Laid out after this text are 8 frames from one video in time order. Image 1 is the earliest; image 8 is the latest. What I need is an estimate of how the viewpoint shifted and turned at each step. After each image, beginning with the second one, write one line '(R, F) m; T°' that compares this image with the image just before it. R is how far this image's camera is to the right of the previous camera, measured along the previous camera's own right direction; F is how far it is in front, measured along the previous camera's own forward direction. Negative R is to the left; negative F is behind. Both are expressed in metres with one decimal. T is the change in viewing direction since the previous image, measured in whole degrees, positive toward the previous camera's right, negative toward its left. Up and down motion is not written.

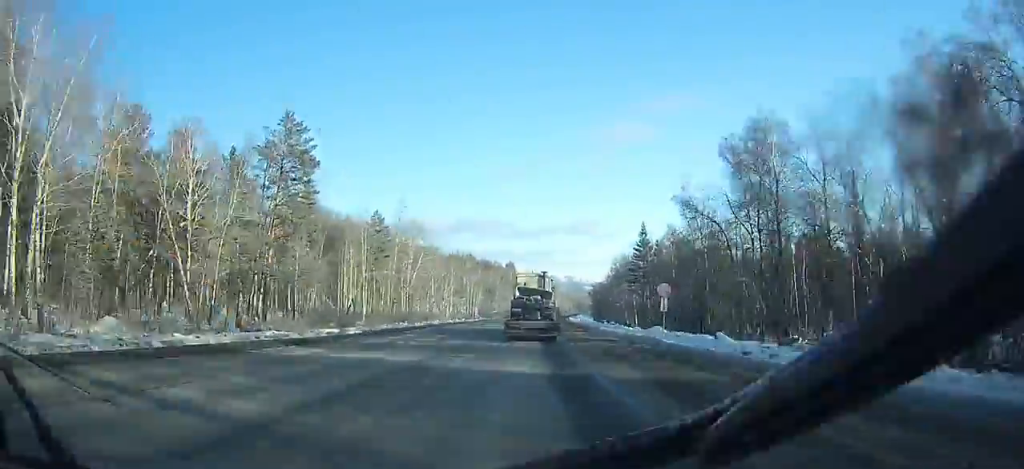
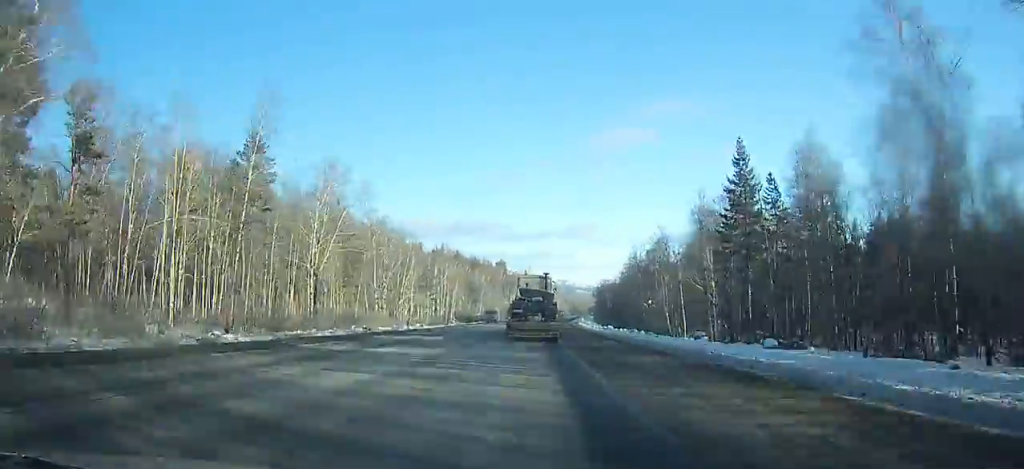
(+0.4, +39.0) m; +1°
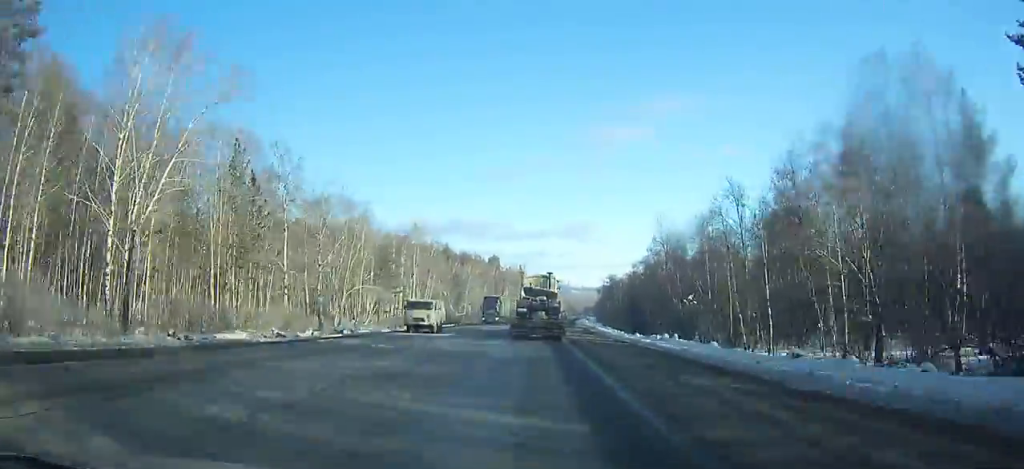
(-0.3, +27.5) m; +1°
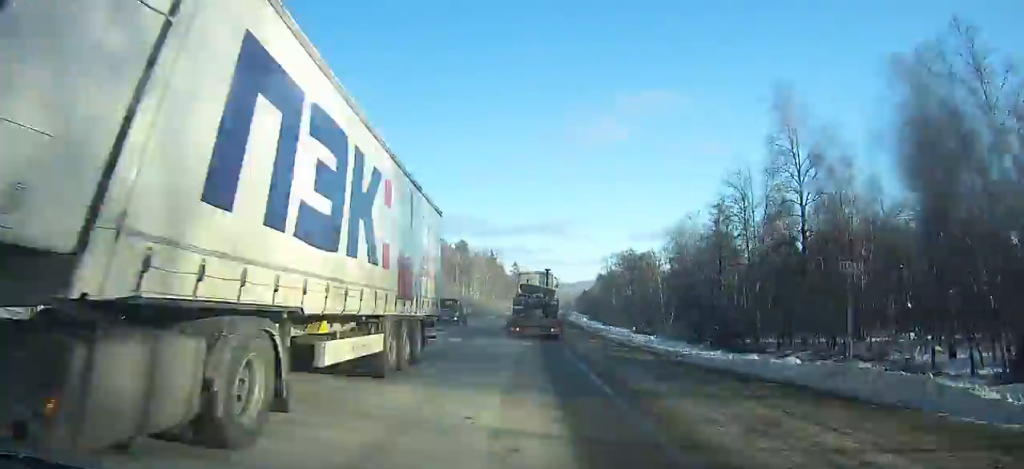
(+1.4, +52.0) m; +2°
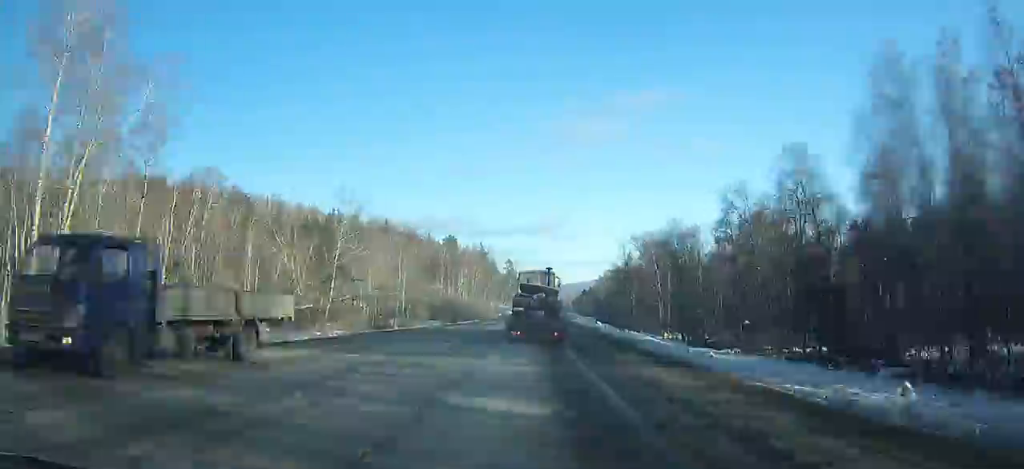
(+0.1, +26.8) m; +1°
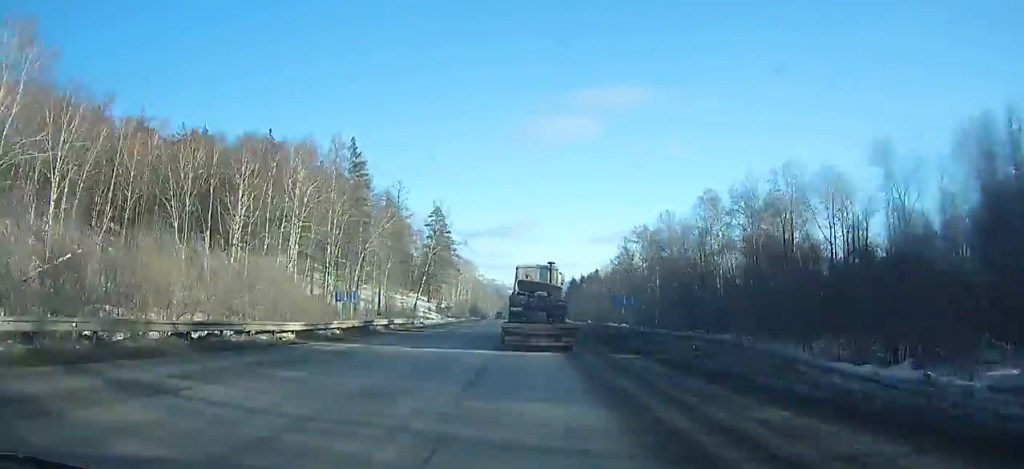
(+3.7, +133.8) m; +3°
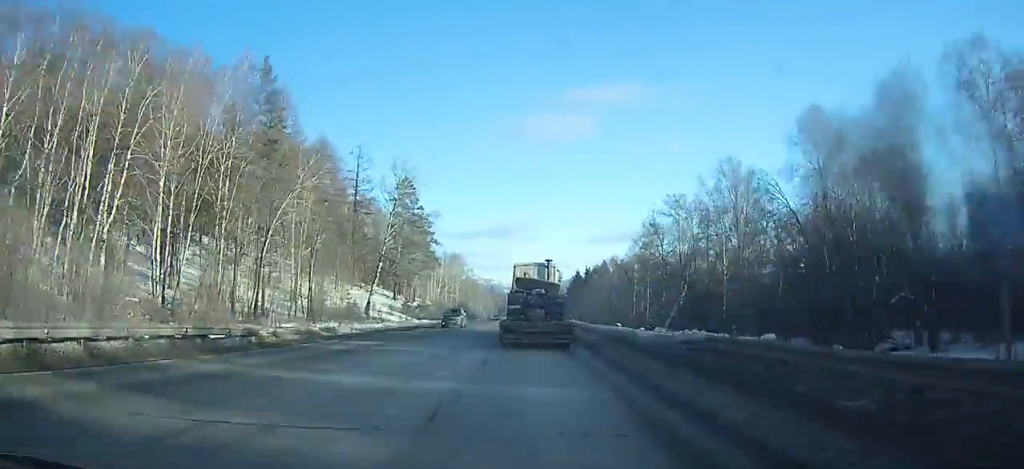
(+0.2, +30.8) m; 0°
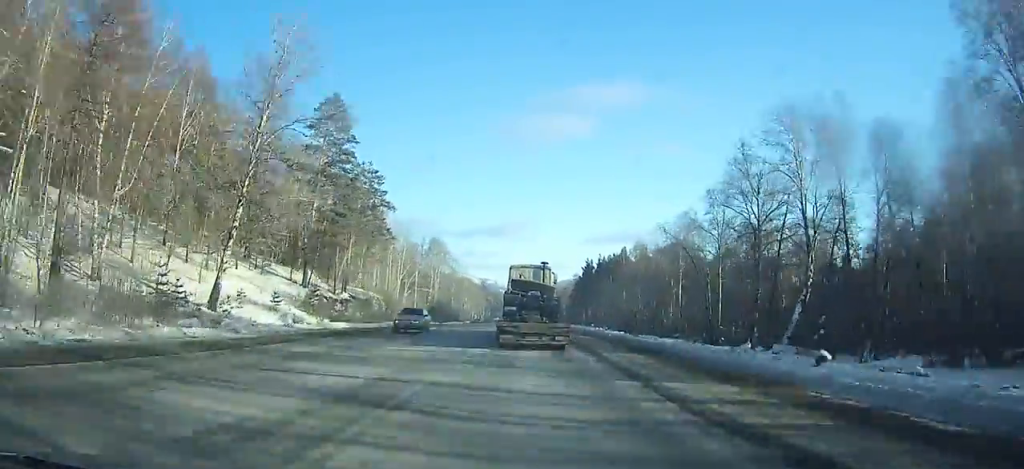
(+0.1, +40.8) m; 0°
